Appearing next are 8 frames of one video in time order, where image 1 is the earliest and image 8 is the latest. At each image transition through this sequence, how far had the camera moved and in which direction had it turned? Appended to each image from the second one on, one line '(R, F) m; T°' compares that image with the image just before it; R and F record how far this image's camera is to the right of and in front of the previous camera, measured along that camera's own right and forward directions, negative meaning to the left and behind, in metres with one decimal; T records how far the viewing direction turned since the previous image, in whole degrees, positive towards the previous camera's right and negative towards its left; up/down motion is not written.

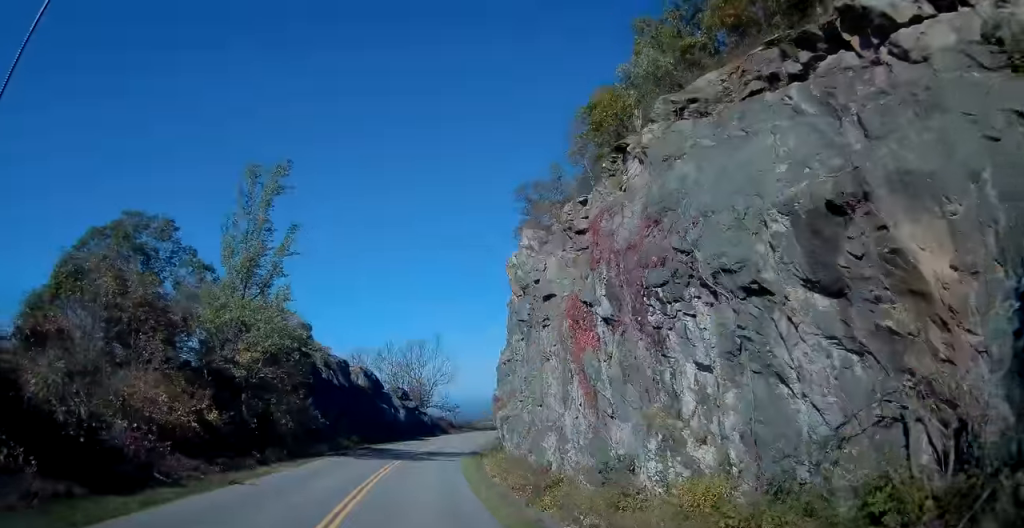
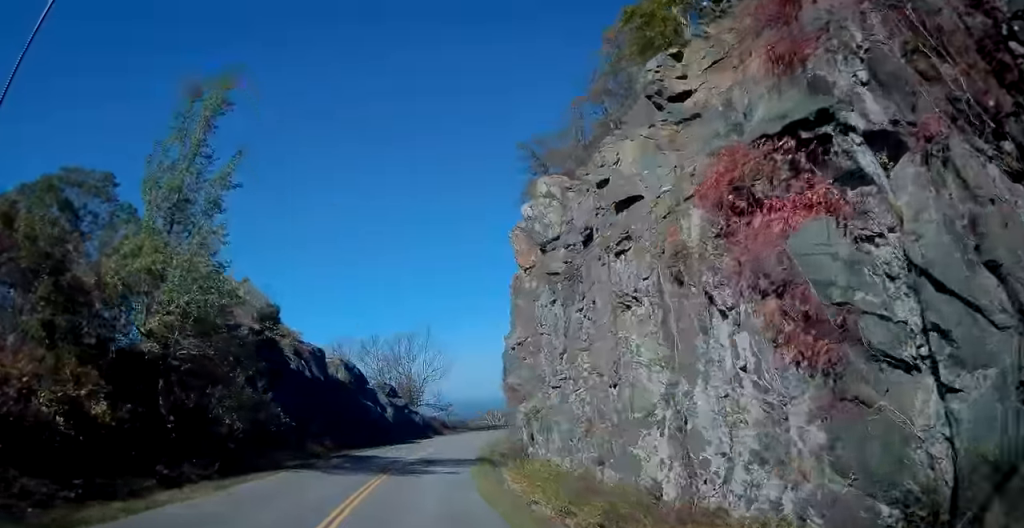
(+0.2, +8.9) m; +2°
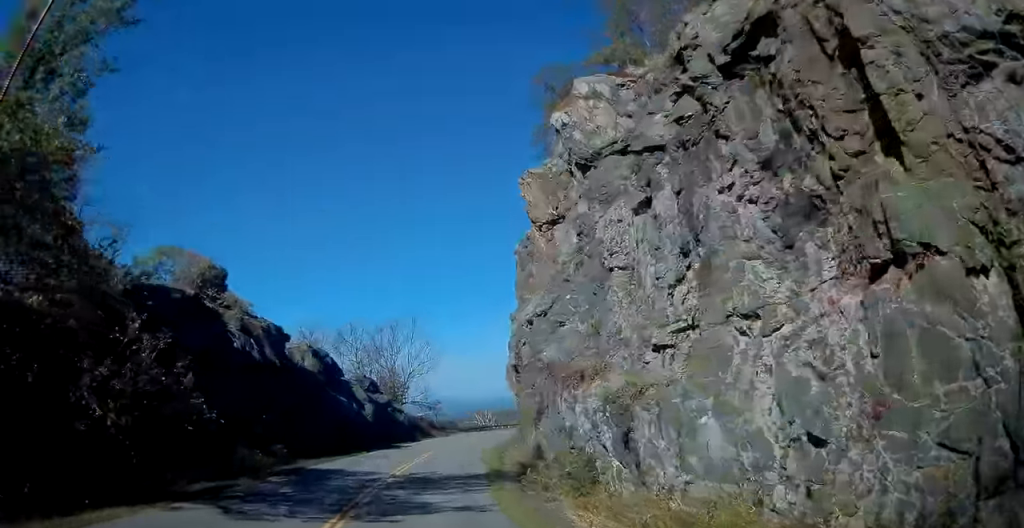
(+0.2, +10.1) m; +1°
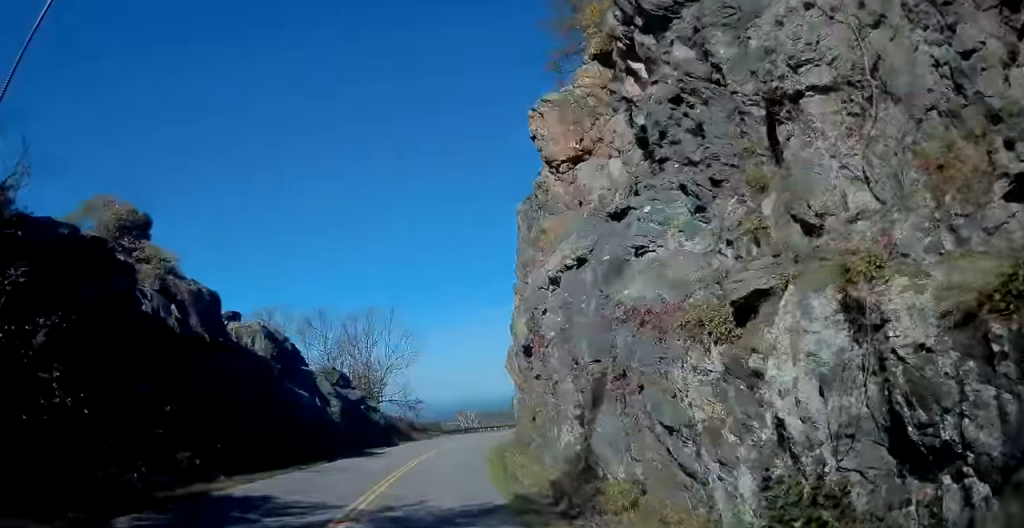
(+0.1, +8.9) m; +2°
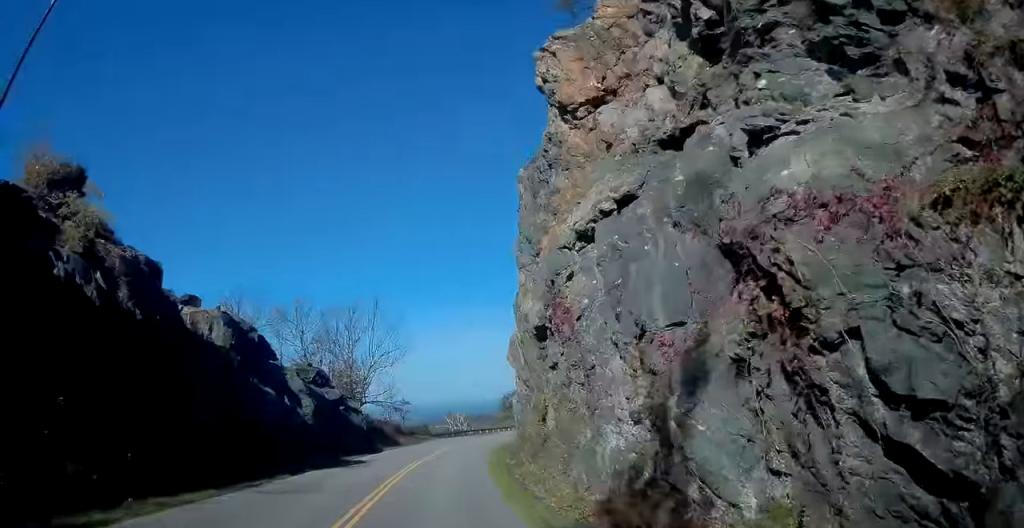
(-0.1, +5.5) m; +2°
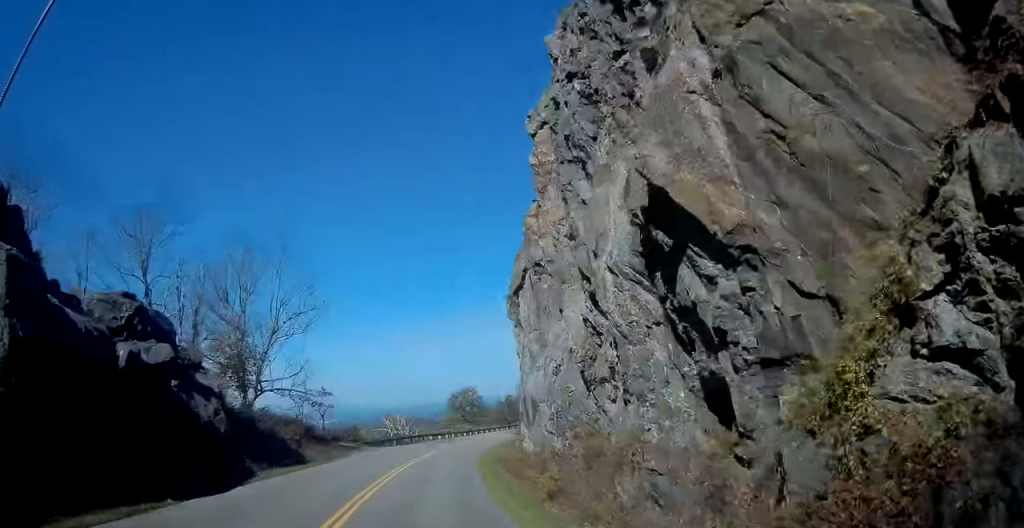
(+1.3, +23.0) m; +6°
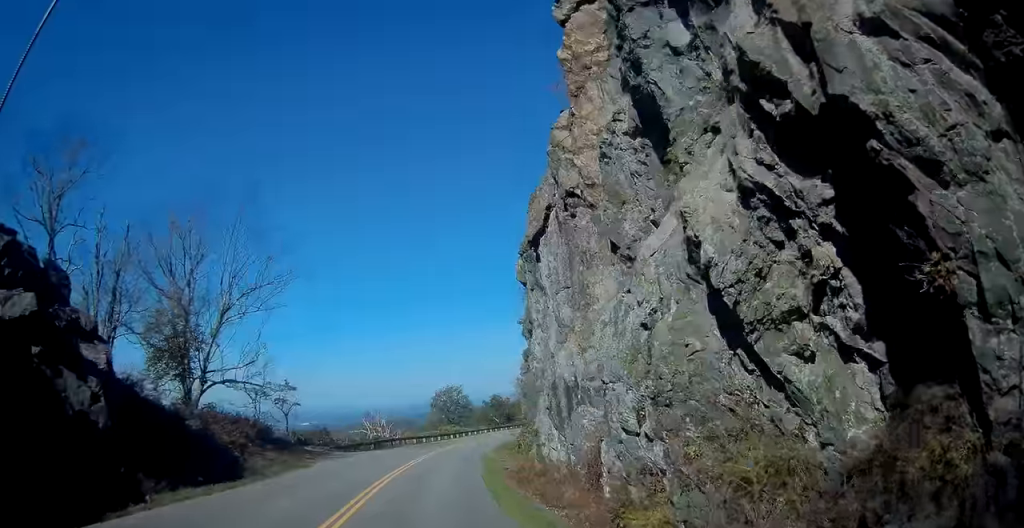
(+0.2, +7.8) m; +2°
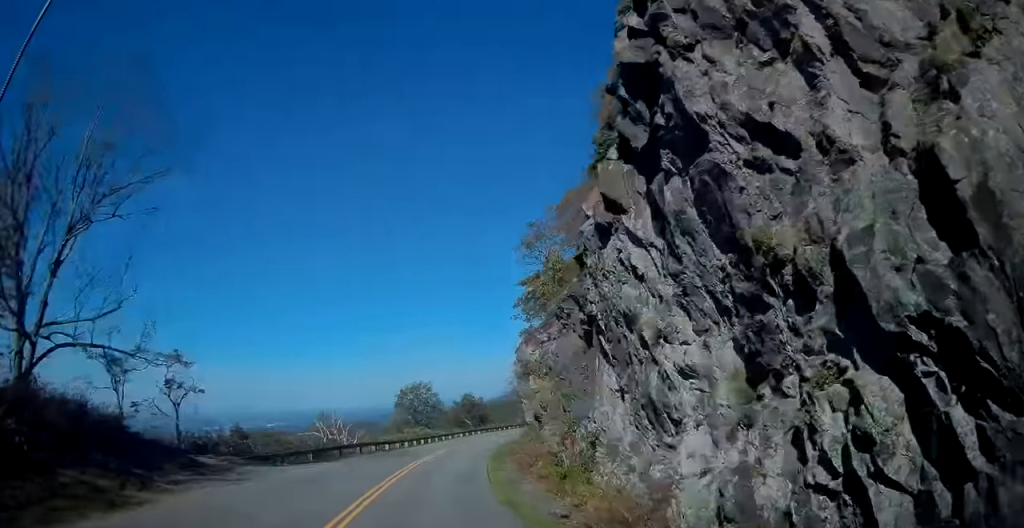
(+0.5, +14.5) m; +4°
